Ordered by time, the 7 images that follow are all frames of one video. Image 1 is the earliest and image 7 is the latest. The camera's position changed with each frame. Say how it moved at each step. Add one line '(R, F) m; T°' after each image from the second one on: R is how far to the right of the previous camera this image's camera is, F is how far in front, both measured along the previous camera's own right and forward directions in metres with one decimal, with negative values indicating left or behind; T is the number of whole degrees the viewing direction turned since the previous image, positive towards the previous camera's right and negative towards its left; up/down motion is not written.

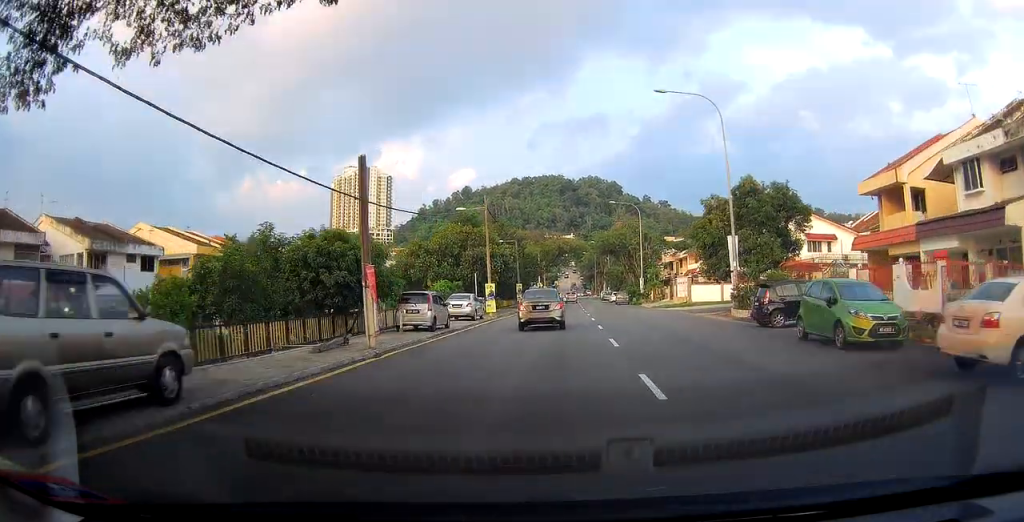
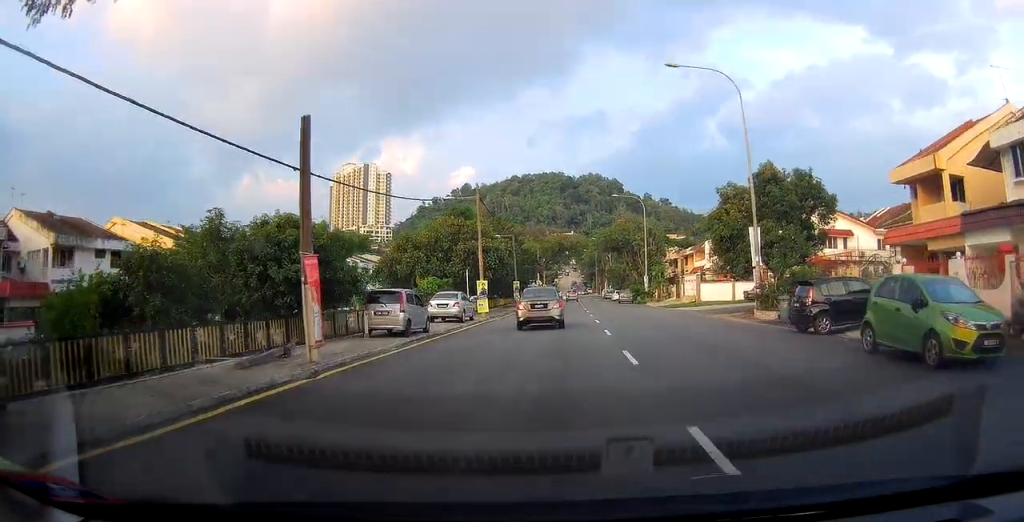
(0.0, +3.7) m; -1°
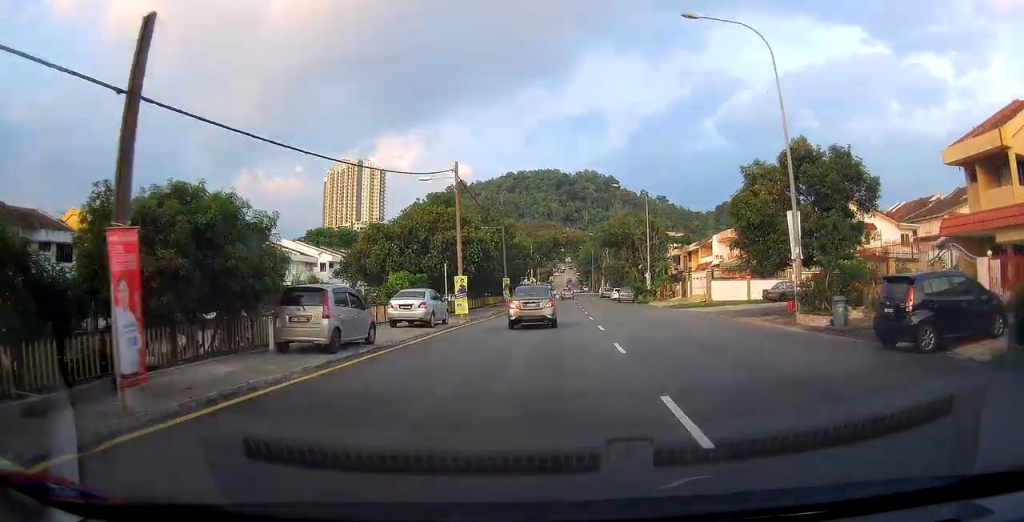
(0.0, +5.6) m; -1°
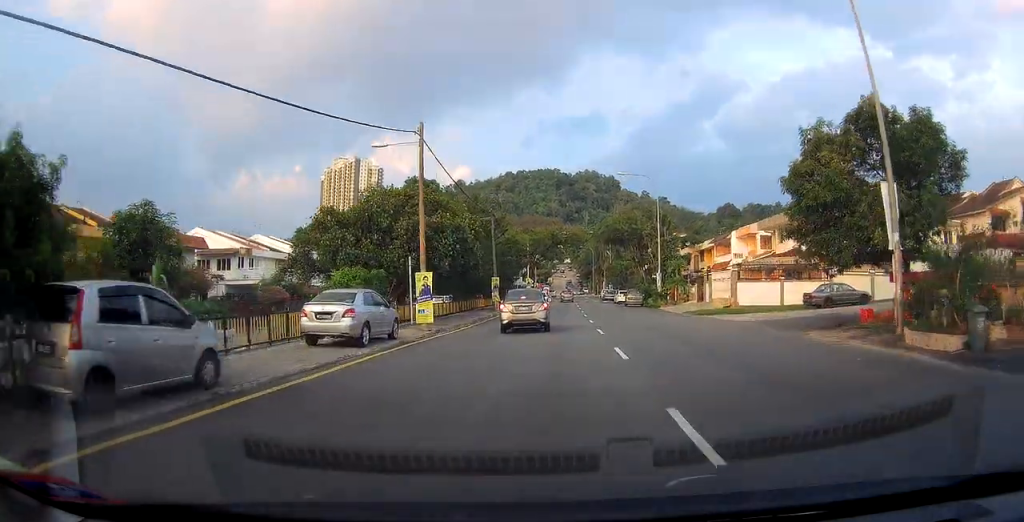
(-0.2, +7.6) m; 0°
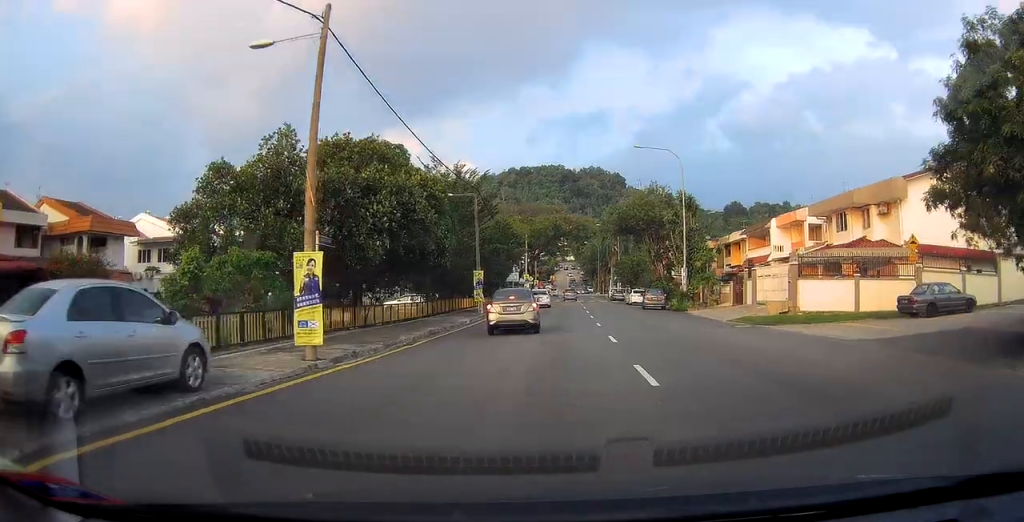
(+0.3, +10.7) m; +2°
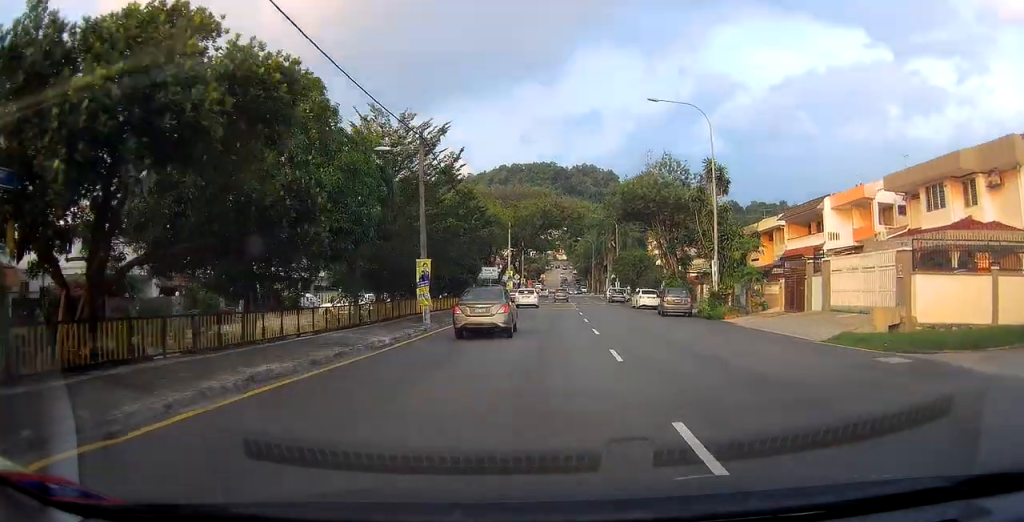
(0.0, +11.7) m; +2°
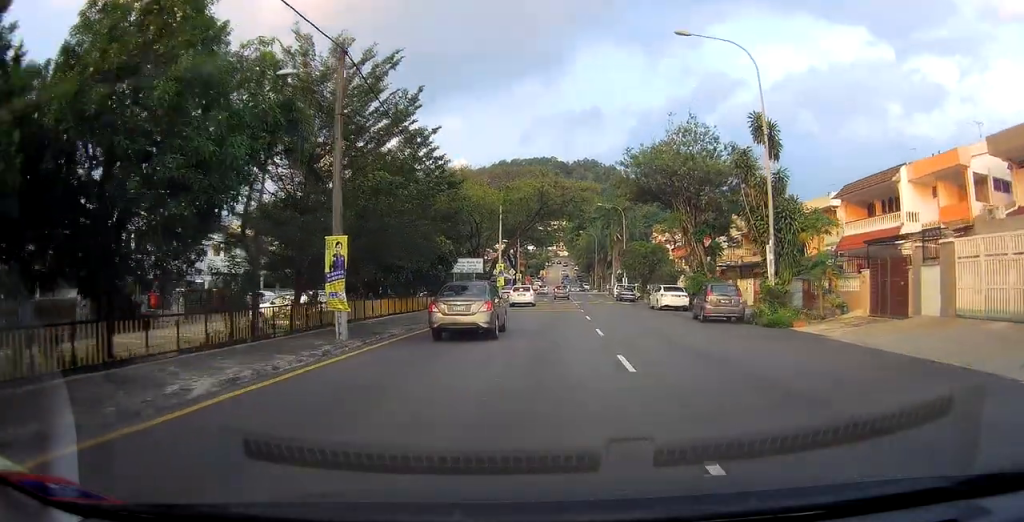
(+0.3, +9.2) m; +1°
